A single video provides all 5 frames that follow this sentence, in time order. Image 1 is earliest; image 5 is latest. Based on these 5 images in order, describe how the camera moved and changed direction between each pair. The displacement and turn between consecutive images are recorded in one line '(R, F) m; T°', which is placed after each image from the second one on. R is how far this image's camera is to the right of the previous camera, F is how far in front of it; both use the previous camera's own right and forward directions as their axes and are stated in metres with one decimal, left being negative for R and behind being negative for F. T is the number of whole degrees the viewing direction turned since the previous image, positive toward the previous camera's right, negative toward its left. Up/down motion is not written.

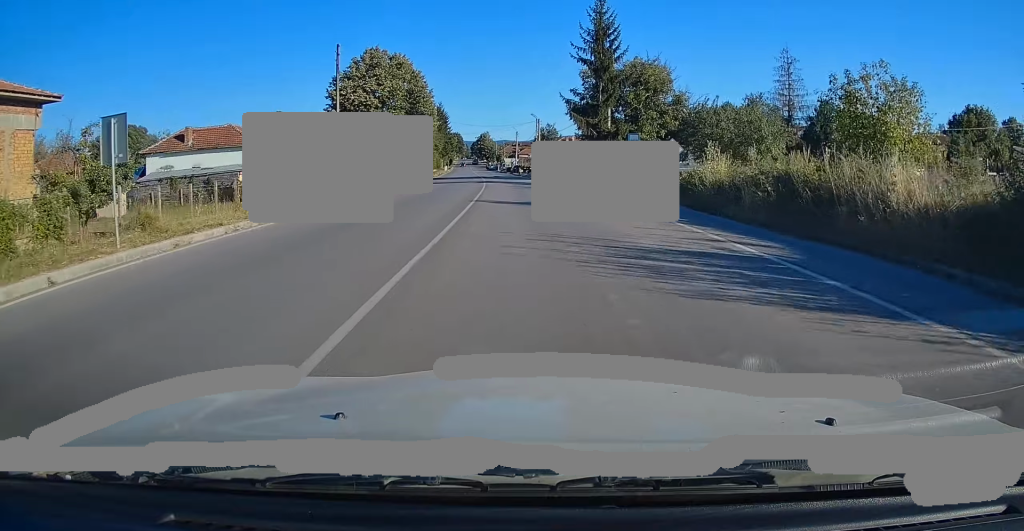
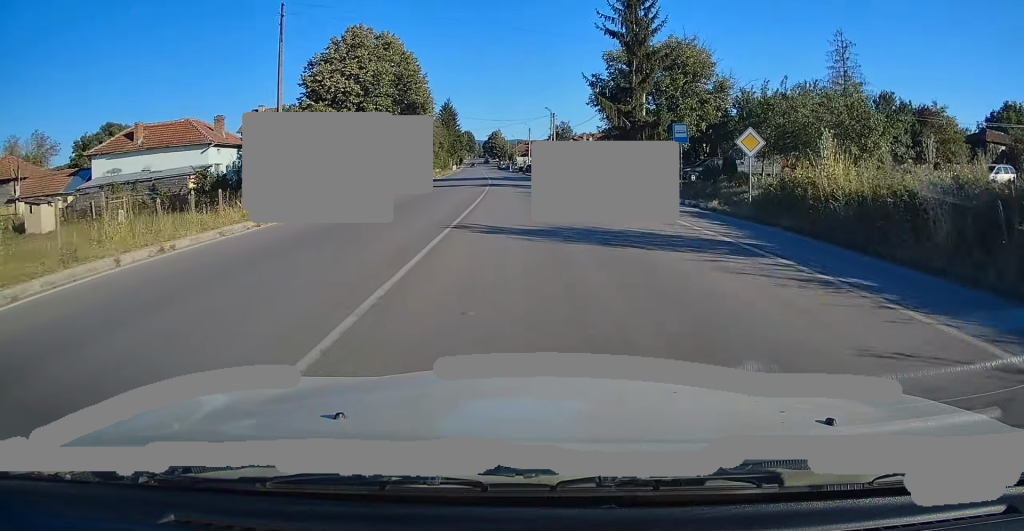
(-0.1, +9.1) m; 0°
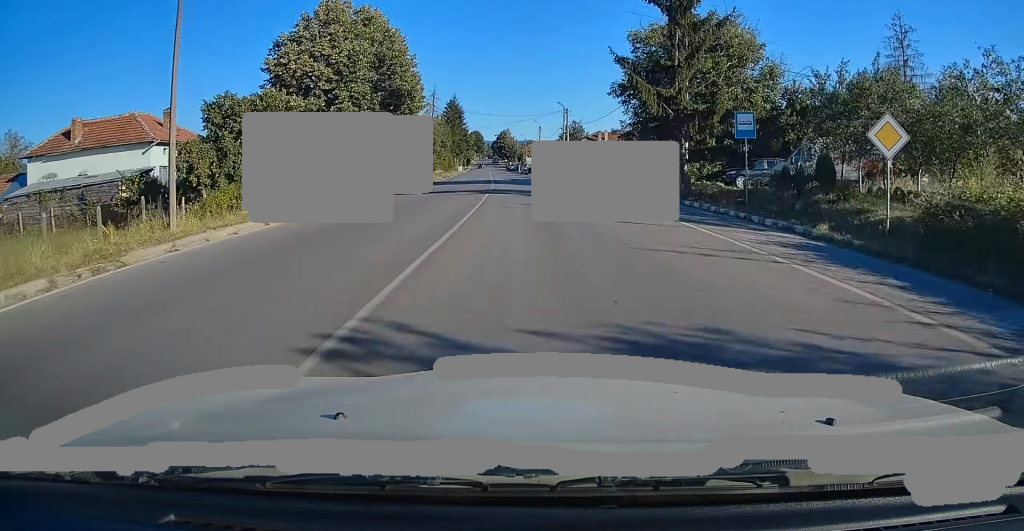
(0.0, +8.1) m; 0°
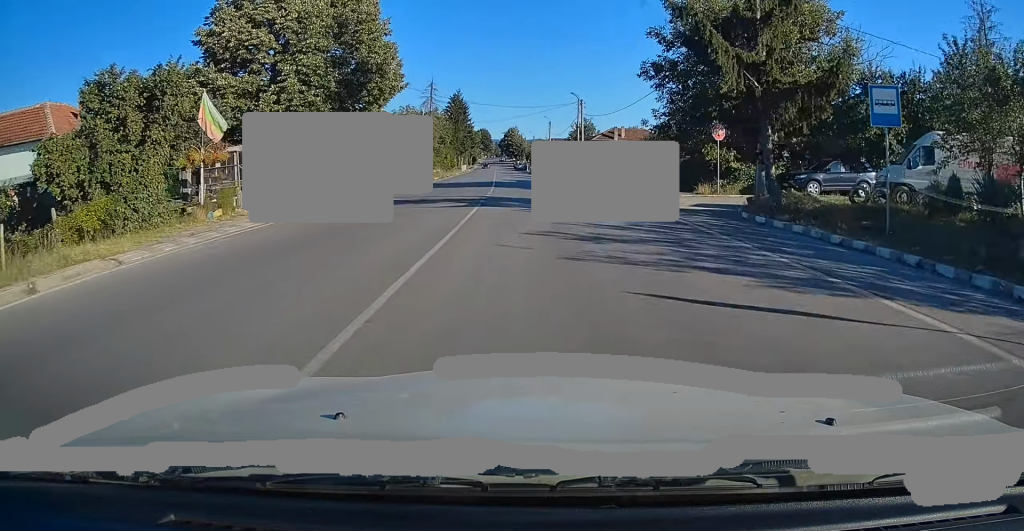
(0.0, +8.9) m; -1°
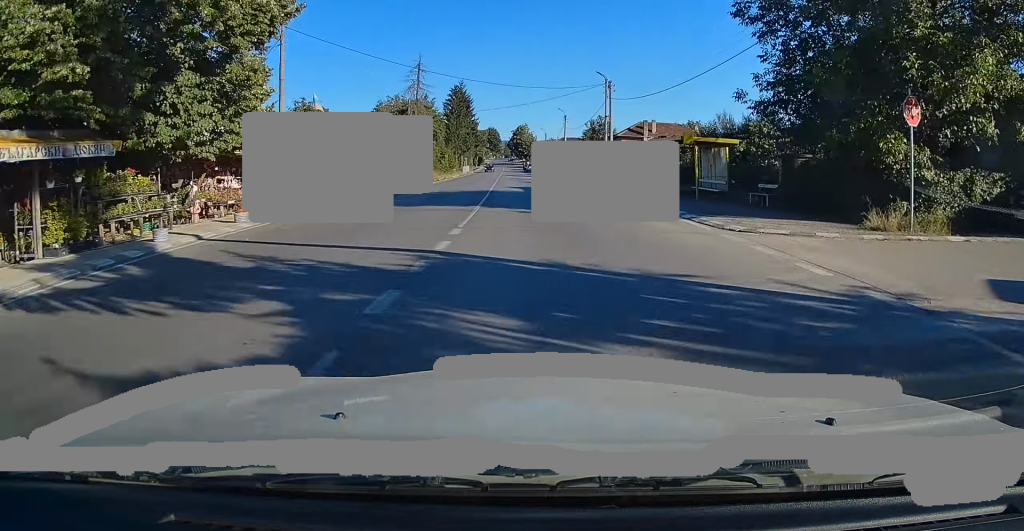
(-0.2, +15.0) m; -2°
